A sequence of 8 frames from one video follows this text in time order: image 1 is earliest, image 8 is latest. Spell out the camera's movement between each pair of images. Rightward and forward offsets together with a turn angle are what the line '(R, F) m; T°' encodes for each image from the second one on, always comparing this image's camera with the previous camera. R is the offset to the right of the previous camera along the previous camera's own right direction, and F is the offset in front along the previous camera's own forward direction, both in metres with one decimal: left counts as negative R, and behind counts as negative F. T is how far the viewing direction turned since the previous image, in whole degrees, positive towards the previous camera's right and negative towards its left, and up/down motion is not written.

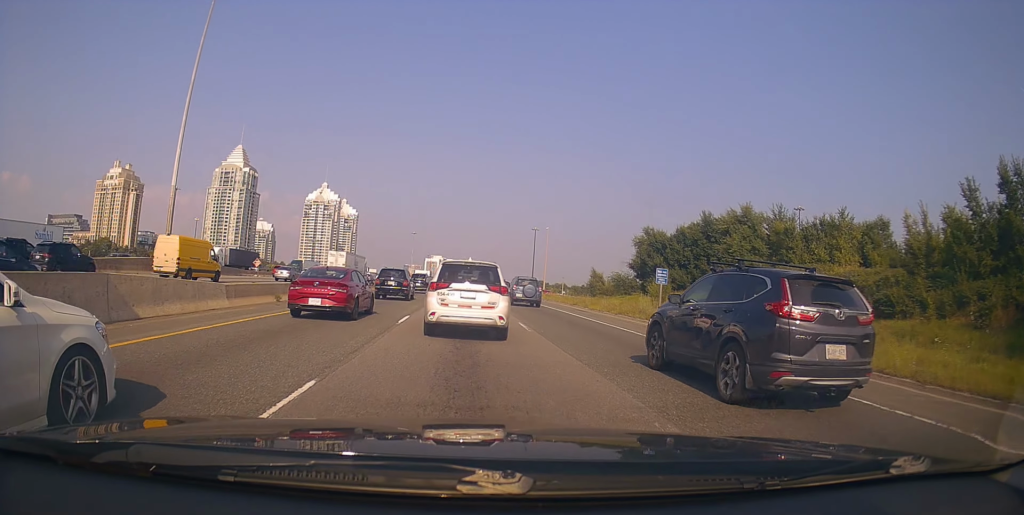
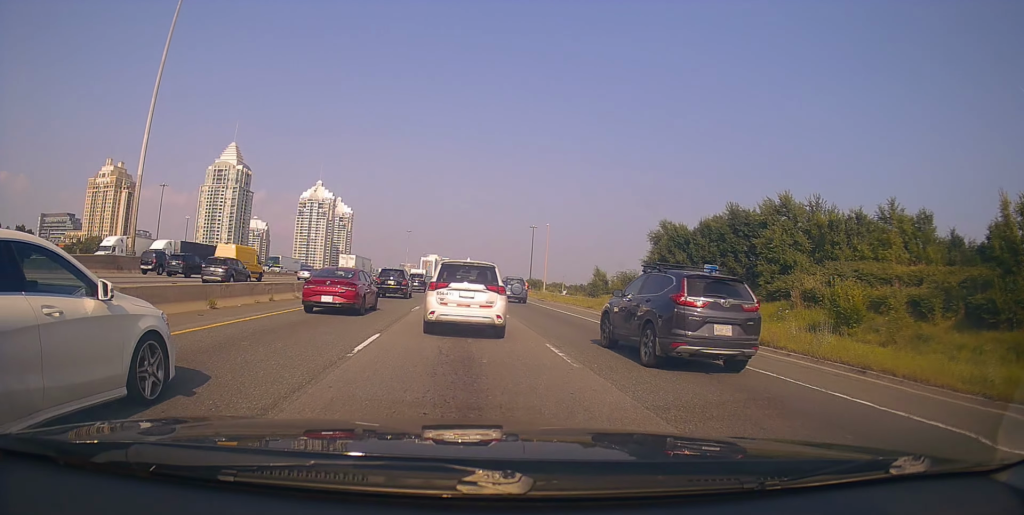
(-0.4, +6.6) m; 0°
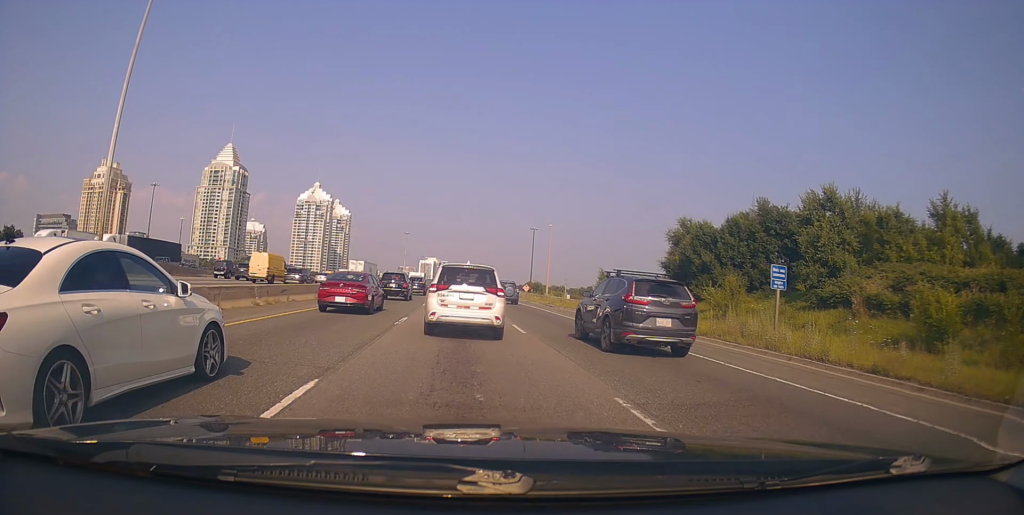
(+0.1, +5.3) m; +1°
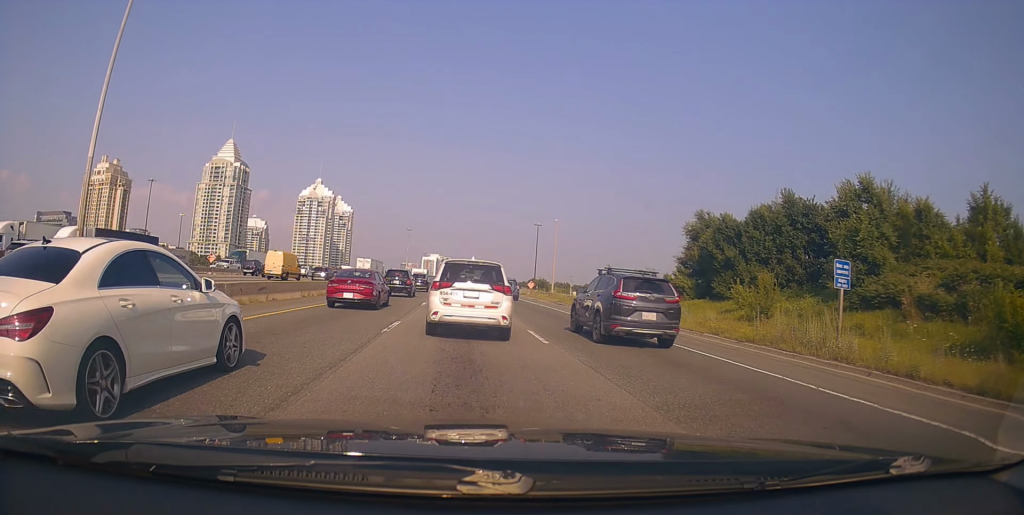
(0.0, +2.8) m; 0°
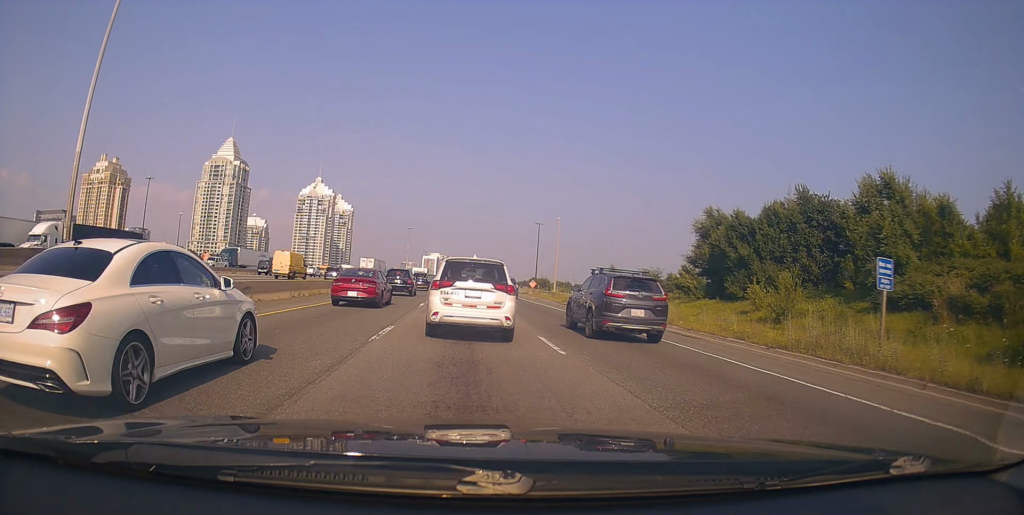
(0.0, +1.7) m; 0°
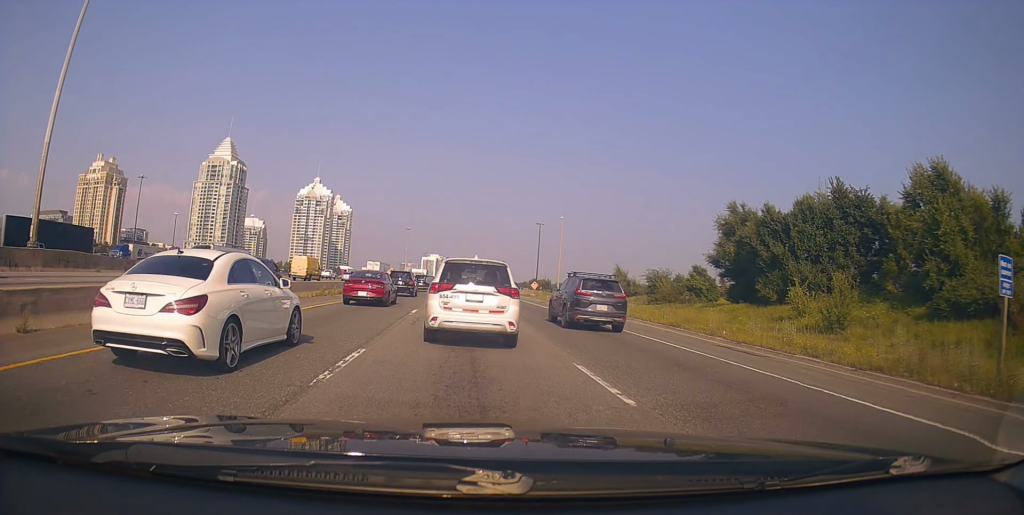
(0.0, +4.6) m; -1°
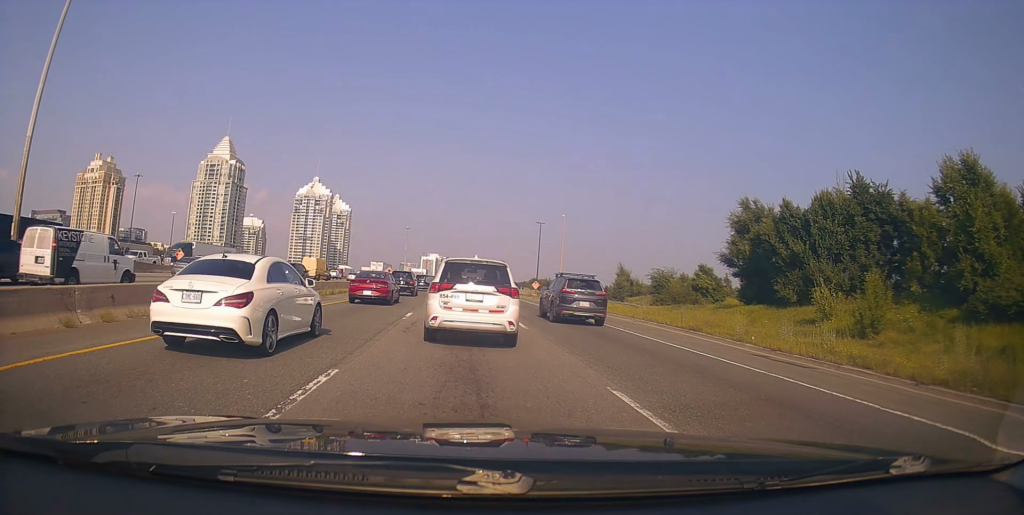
(0.0, +2.4) m; -1°
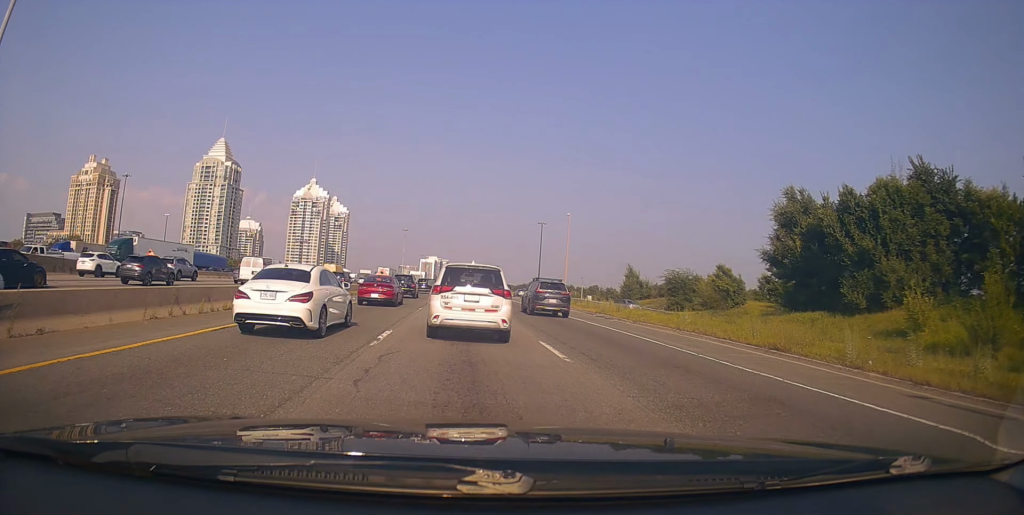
(-0.5, +5.9) m; -3°
